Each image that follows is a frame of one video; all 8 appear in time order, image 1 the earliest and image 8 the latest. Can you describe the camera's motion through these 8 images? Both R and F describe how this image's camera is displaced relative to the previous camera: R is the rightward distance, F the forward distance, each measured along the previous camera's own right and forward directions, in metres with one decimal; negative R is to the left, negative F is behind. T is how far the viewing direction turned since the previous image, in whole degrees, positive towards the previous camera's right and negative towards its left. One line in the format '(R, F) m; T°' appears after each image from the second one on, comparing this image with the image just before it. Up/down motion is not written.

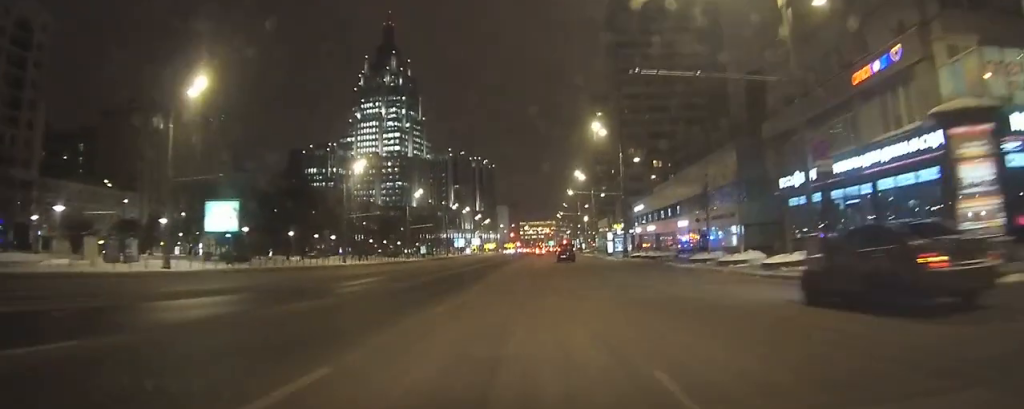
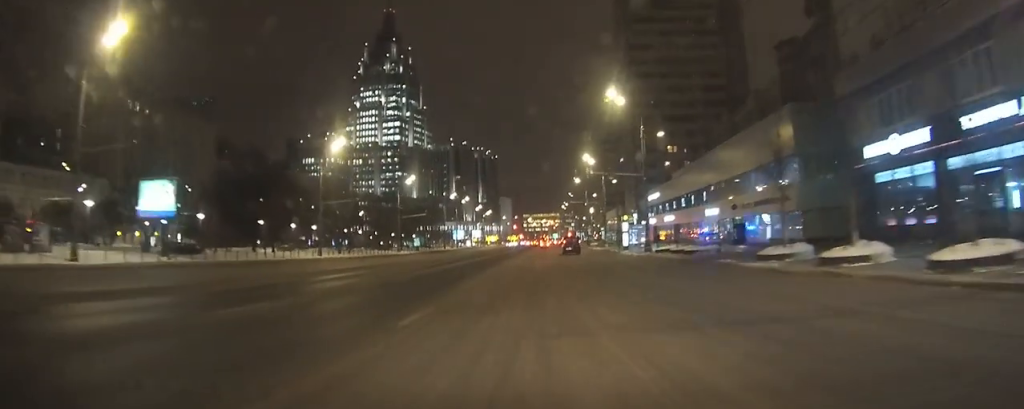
(+0.2, +10.8) m; +1°
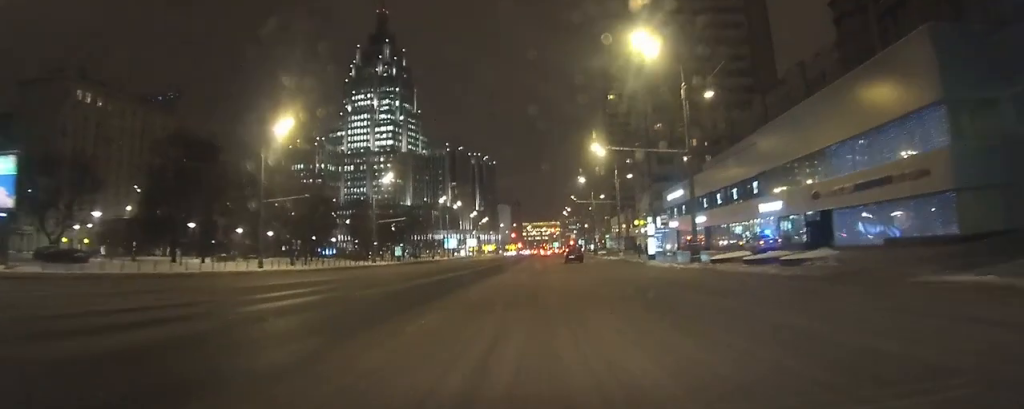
(0.0, +15.9) m; 0°
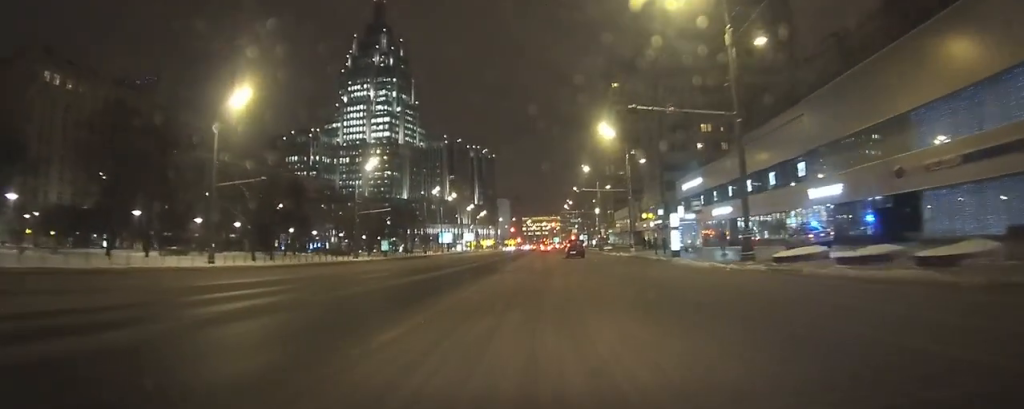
(0.0, +9.1) m; 0°
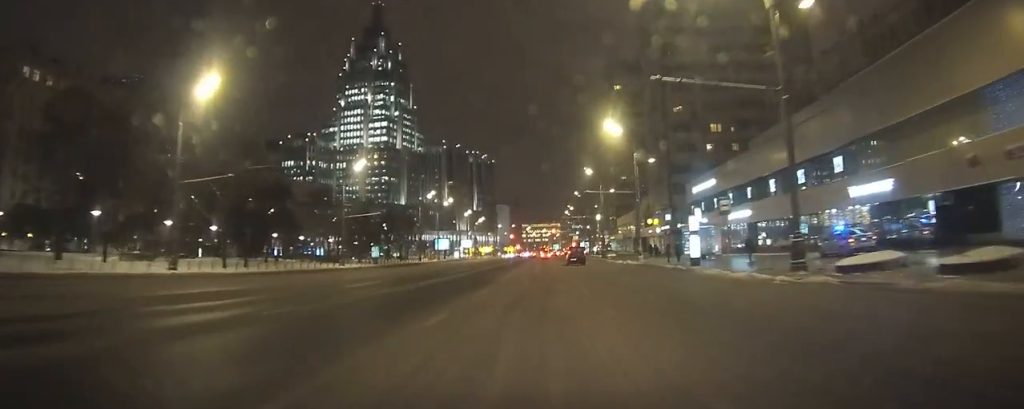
(0.0, +5.4) m; 0°
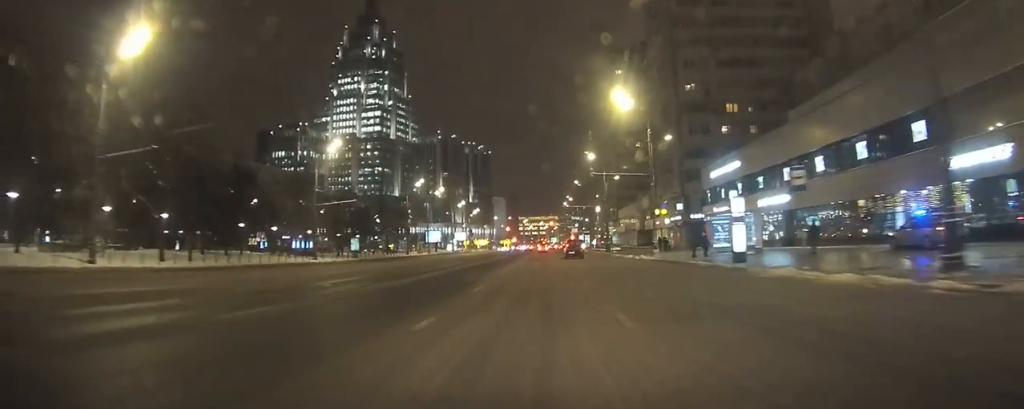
(0.0, +8.8) m; 0°
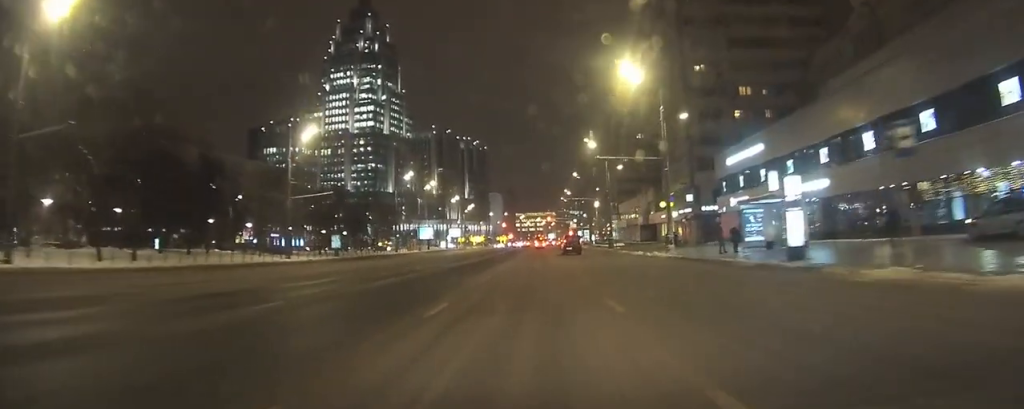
(0.0, +6.7) m; 0°
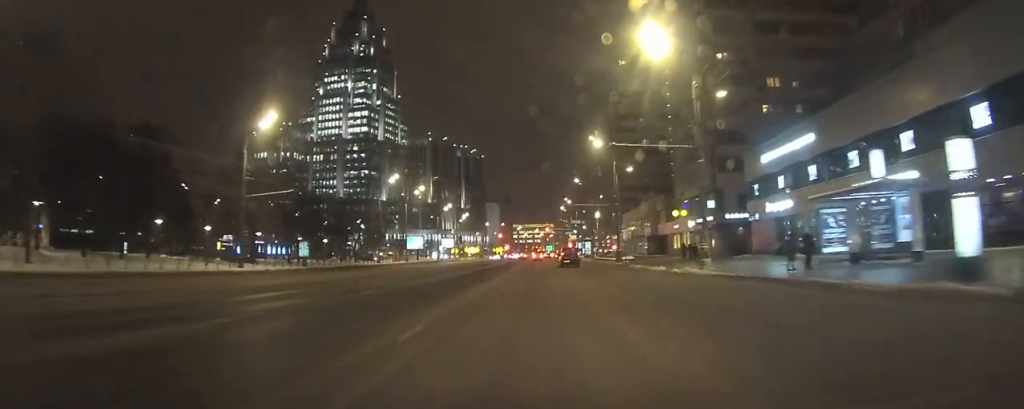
(-0.1, +9.6) m; 0°
